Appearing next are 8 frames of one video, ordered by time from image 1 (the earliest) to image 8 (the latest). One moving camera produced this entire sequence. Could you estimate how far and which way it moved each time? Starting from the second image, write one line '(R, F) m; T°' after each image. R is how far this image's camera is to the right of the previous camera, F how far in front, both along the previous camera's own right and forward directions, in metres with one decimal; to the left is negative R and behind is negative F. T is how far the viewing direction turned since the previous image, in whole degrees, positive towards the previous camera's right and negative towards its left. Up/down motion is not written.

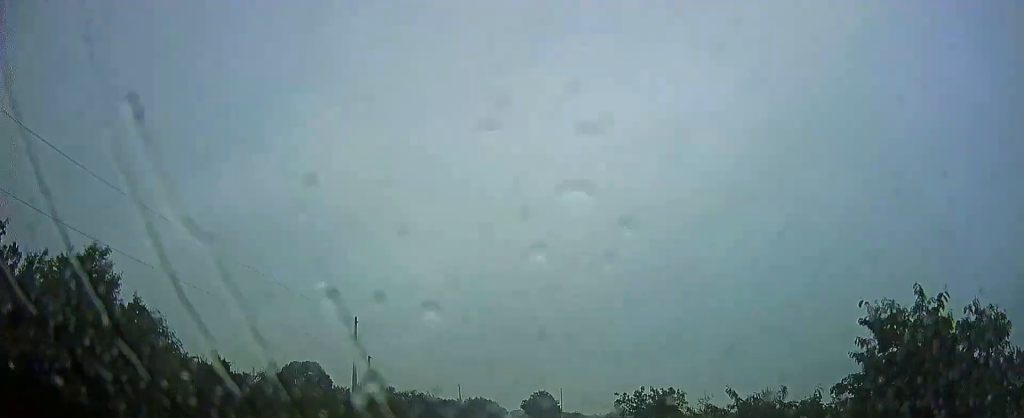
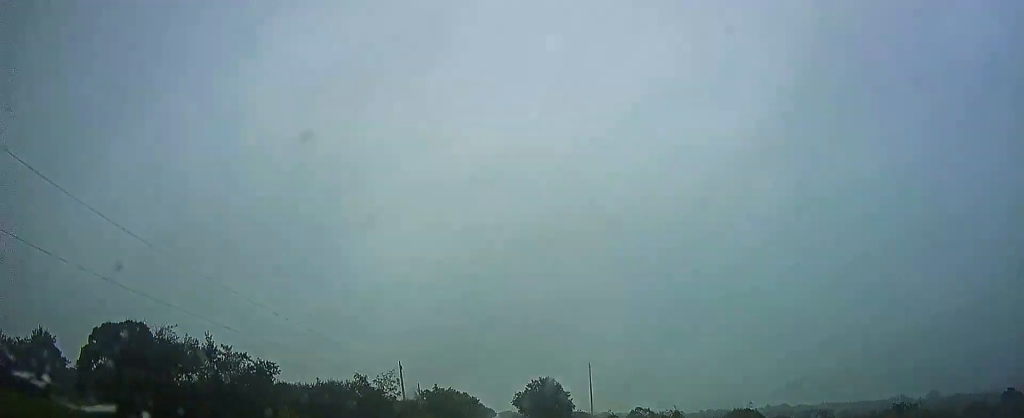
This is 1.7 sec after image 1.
(+0.2, +60.4) m; 0°
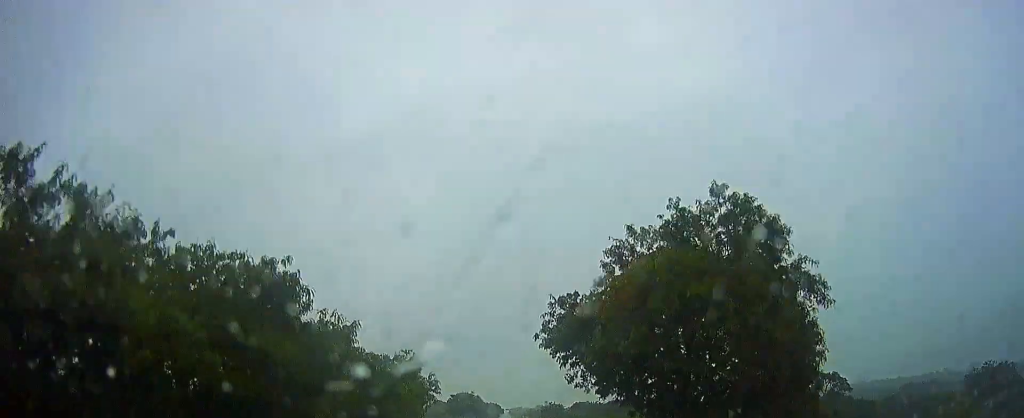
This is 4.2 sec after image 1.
(+0.9, +93.4) m; 0°
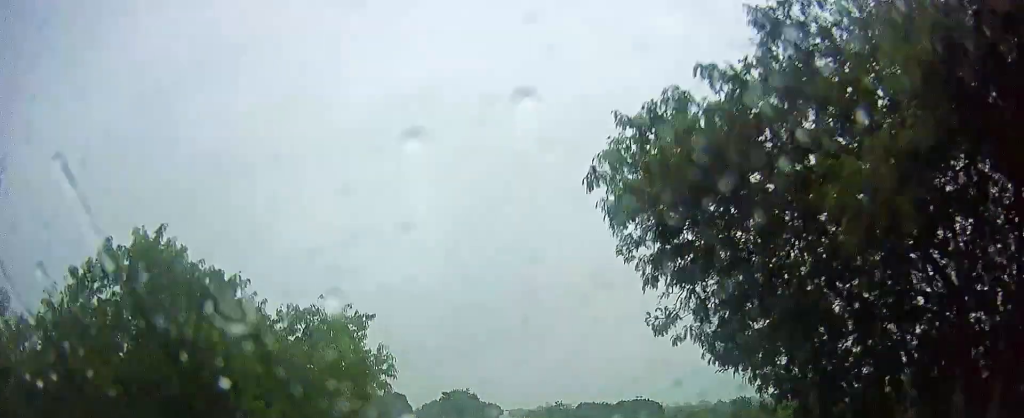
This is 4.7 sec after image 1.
(-0.3, +17.0) m; 0°
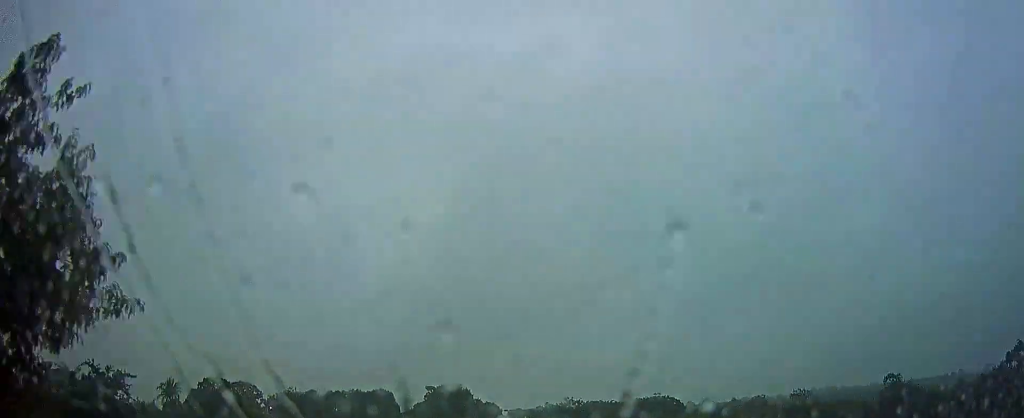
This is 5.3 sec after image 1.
(0.0, +20.6) m; 0°
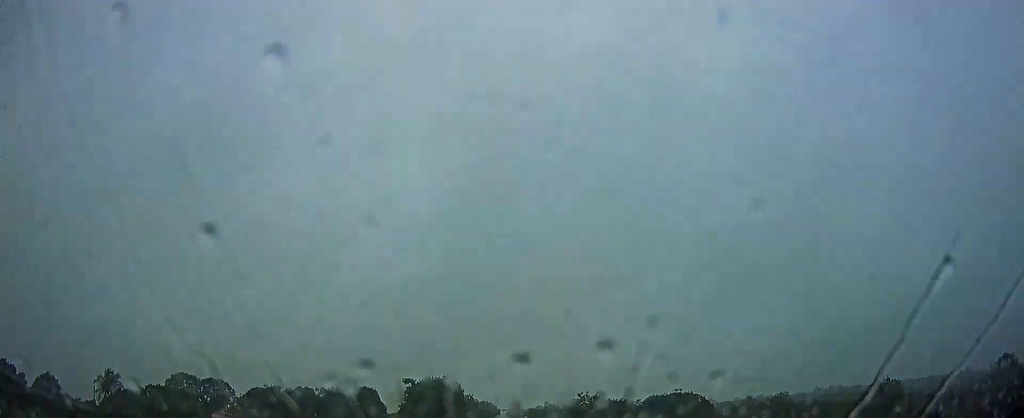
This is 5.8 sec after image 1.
(+0.3, +19.3) m; 0°
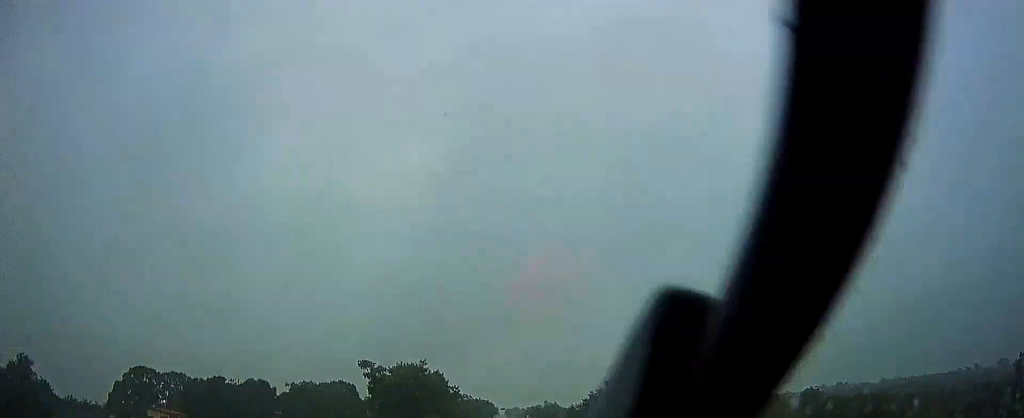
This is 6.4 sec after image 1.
(0.0, +21.7) m; 0°
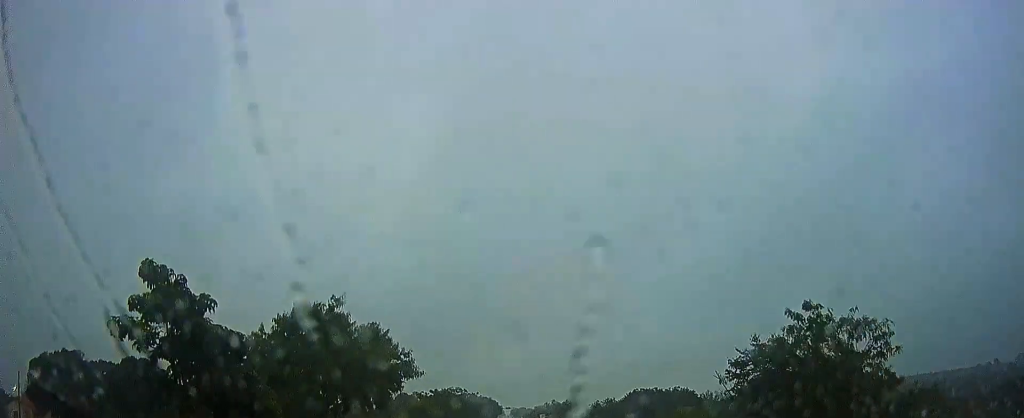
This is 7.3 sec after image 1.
(-0.2, +33.8) m; -1°
